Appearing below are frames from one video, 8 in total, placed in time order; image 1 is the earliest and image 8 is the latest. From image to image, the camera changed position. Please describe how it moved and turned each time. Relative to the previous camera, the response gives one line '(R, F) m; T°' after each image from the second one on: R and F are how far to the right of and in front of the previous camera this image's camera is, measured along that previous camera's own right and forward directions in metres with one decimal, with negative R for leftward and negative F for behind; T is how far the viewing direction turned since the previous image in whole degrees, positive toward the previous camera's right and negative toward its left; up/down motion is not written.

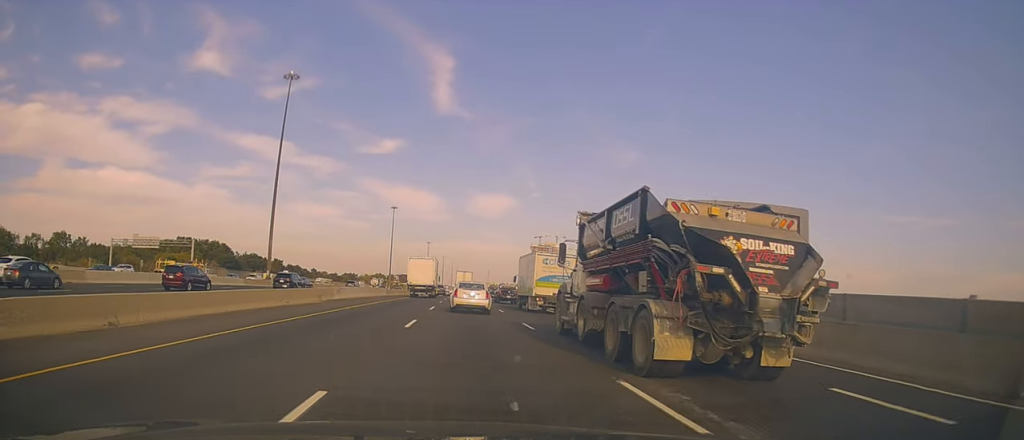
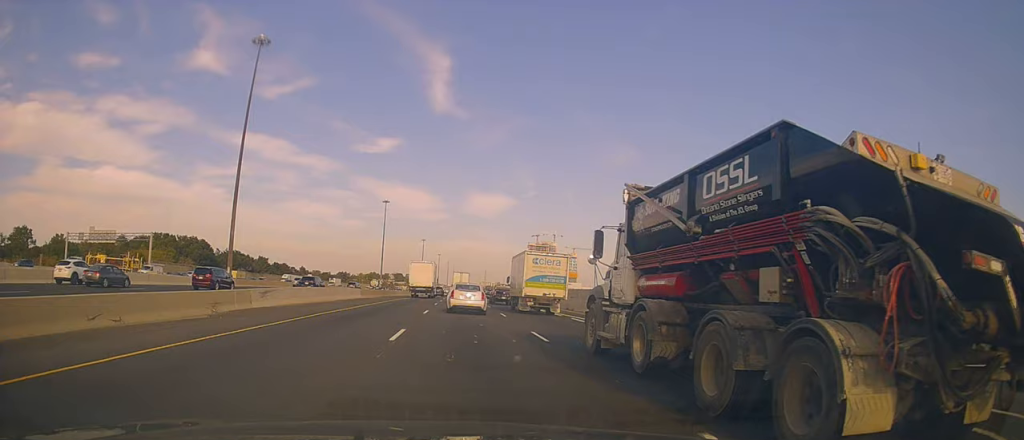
(+0.5, +15.2) m; +1°
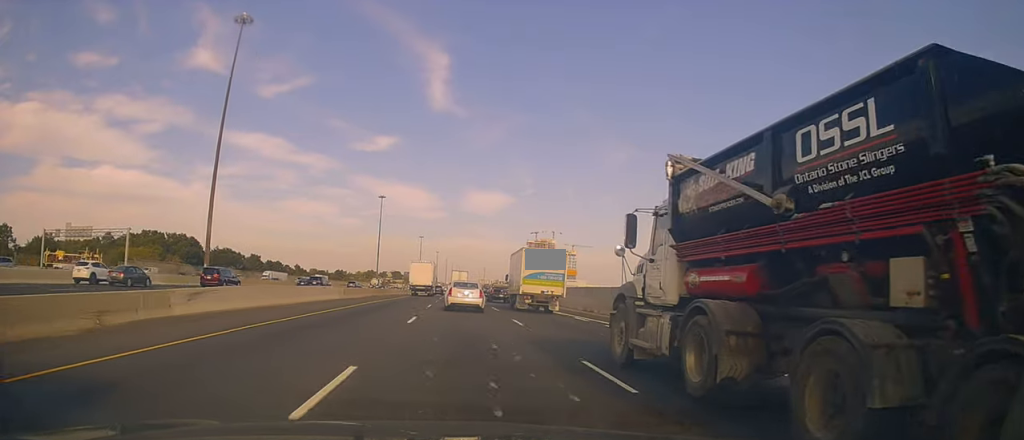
(+0.1, +6.9) m; -2°
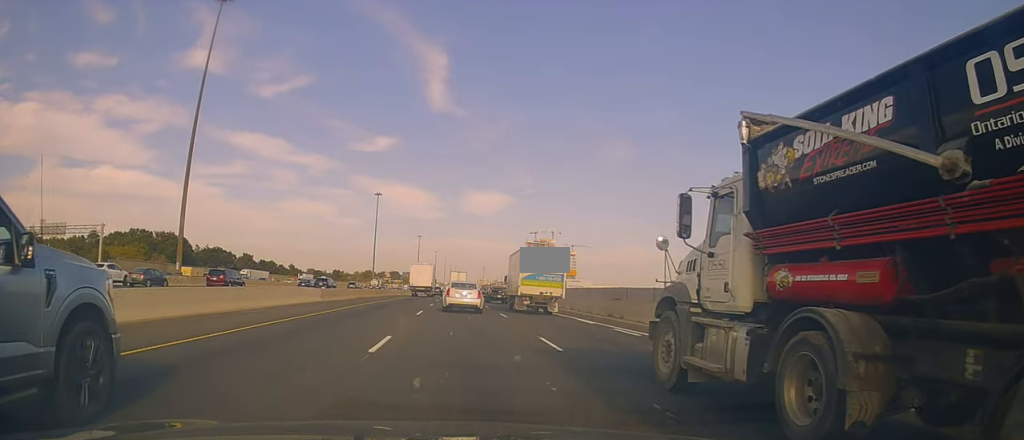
(-0.2, +7.1) m; -1°
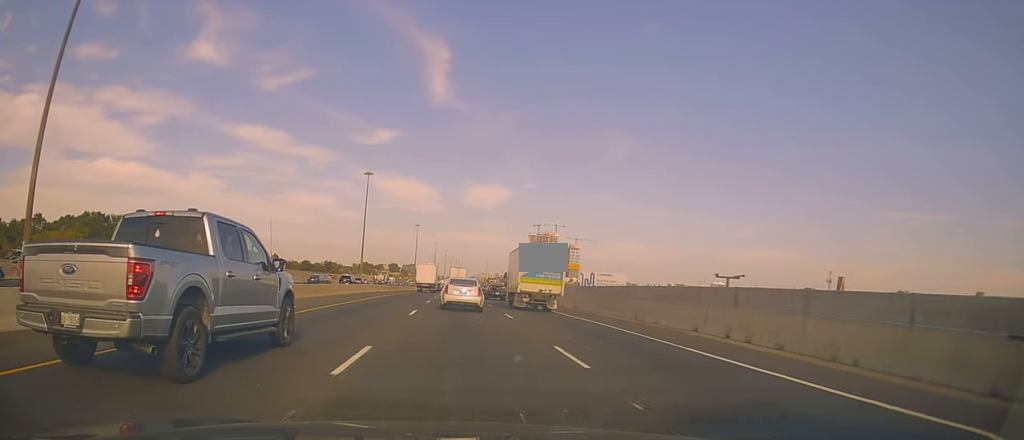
(+0.8, +26.9) m; +4°
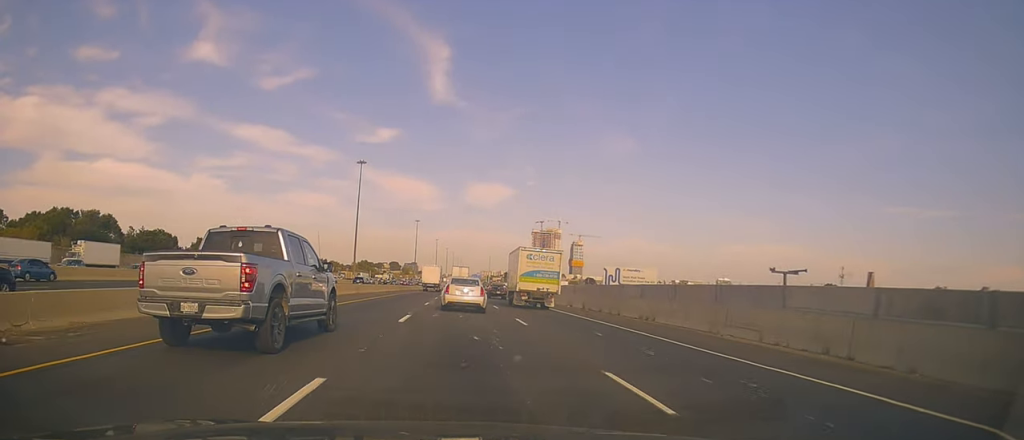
(0.0, +16.4) m; -1°
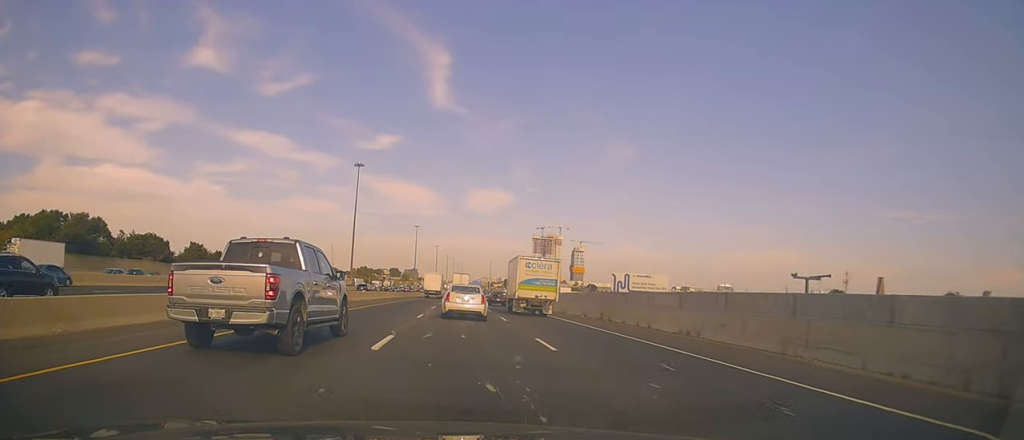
(+0.1, +5.3) m; 0°
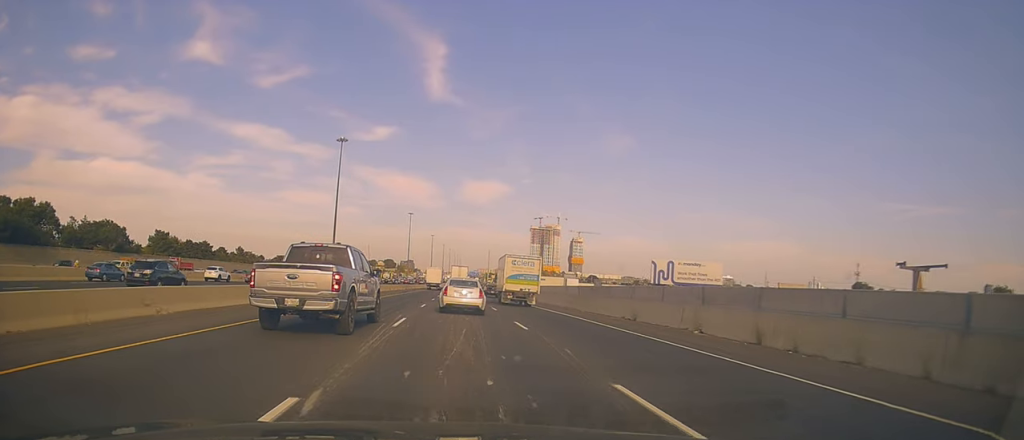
(-0.6, +21.3) m; 0°
